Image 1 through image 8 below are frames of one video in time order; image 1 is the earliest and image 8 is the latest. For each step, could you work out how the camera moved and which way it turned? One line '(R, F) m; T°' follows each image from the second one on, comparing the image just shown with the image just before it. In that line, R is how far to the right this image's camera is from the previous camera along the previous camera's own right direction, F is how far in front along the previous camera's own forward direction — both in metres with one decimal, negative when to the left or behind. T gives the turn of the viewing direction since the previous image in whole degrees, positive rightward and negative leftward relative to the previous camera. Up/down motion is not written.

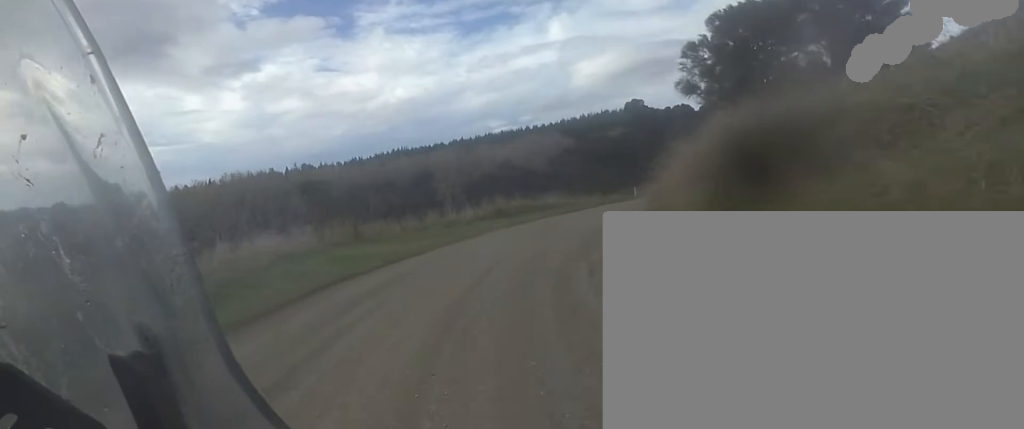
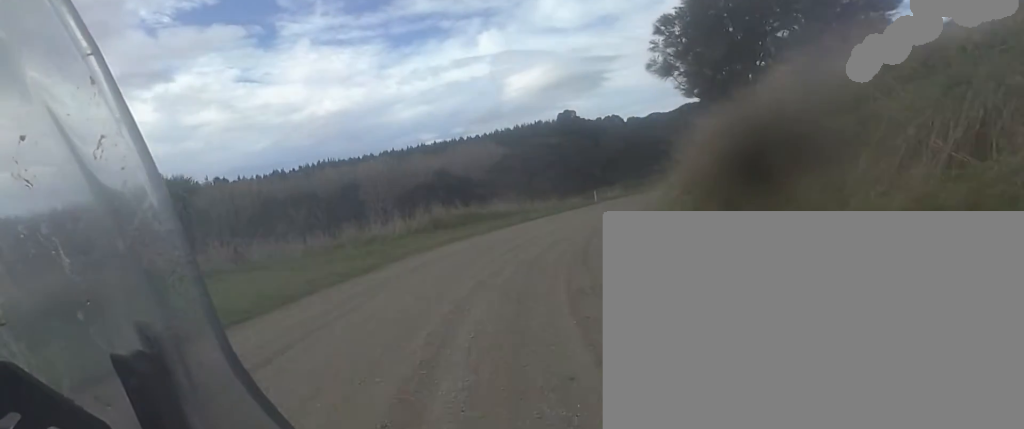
(+0.2, +5.7) m; +11°
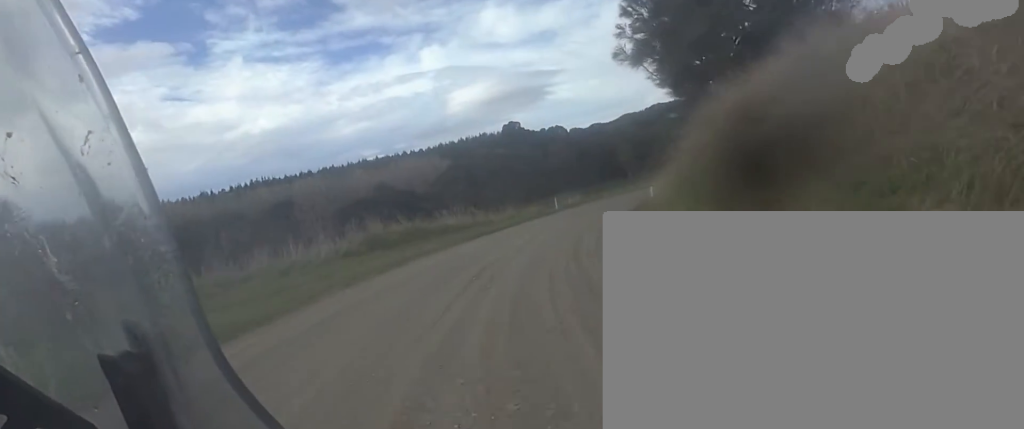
(+0.7, +3.4) m; +7°
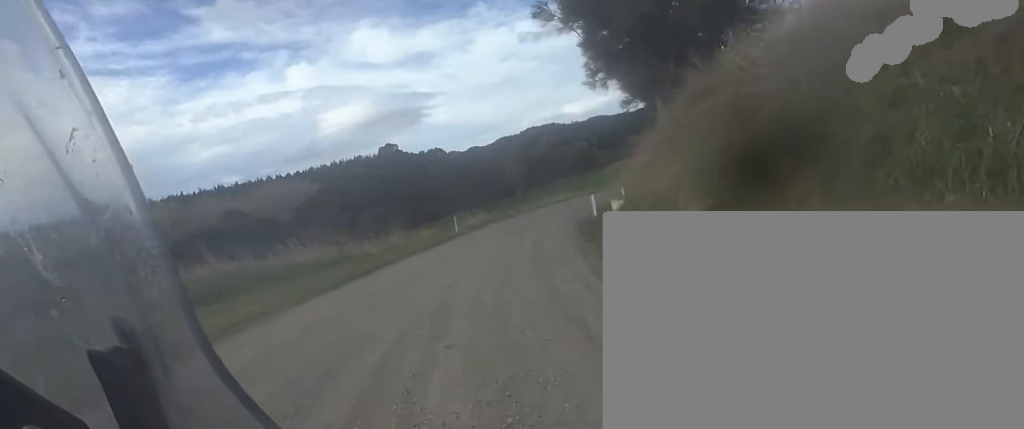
(+0.8, +6.8) m; +13°
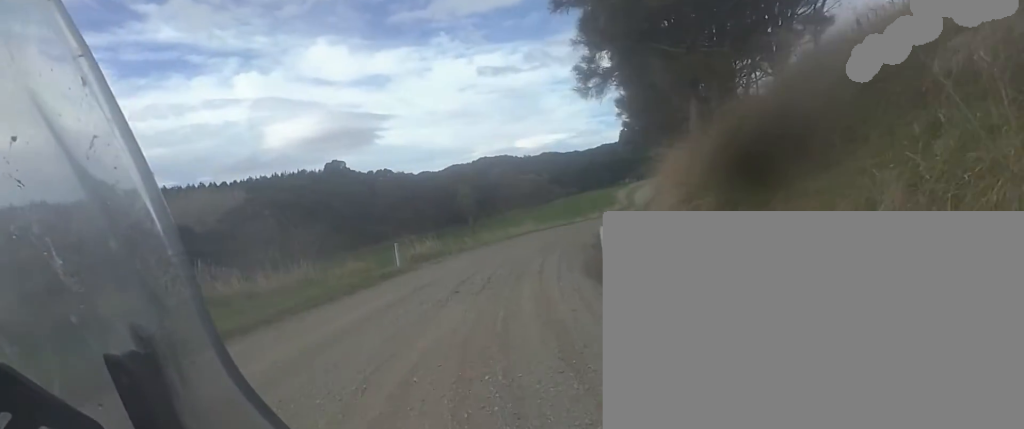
(0.0, +5.4) m; +10°
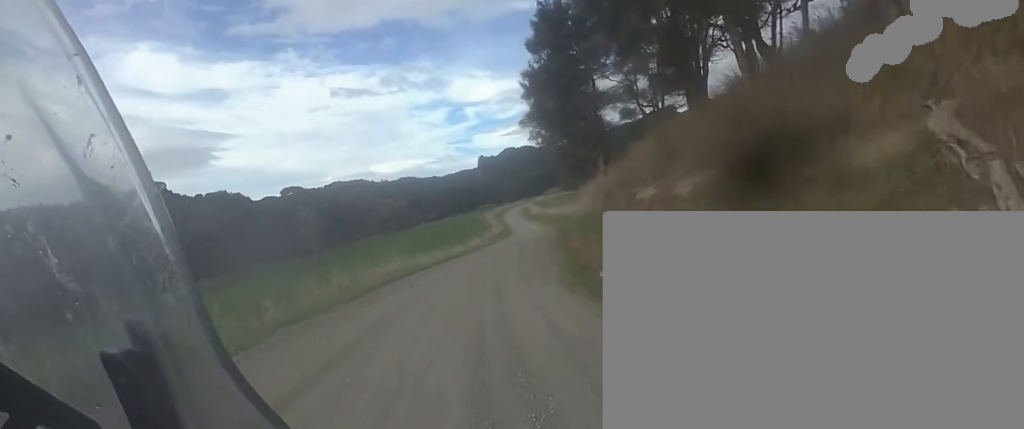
(+1.8, +12.2) m; +9°
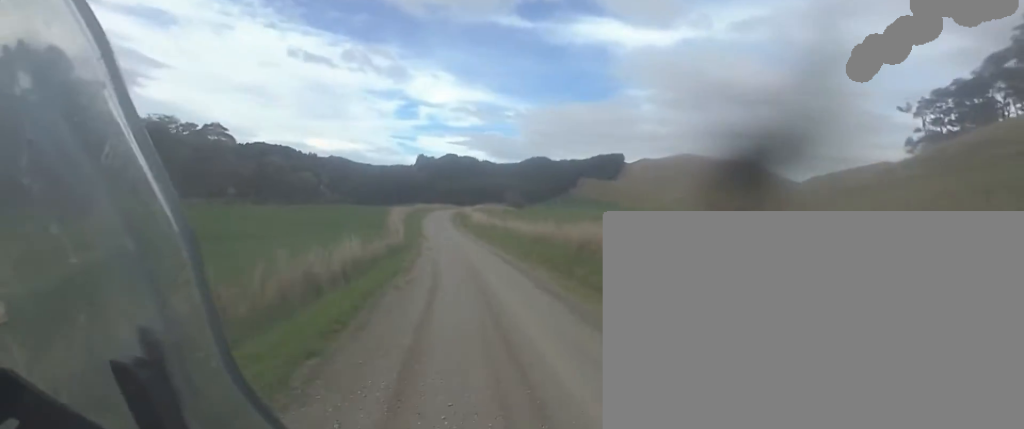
(+4.2, +44.7) m; +6°
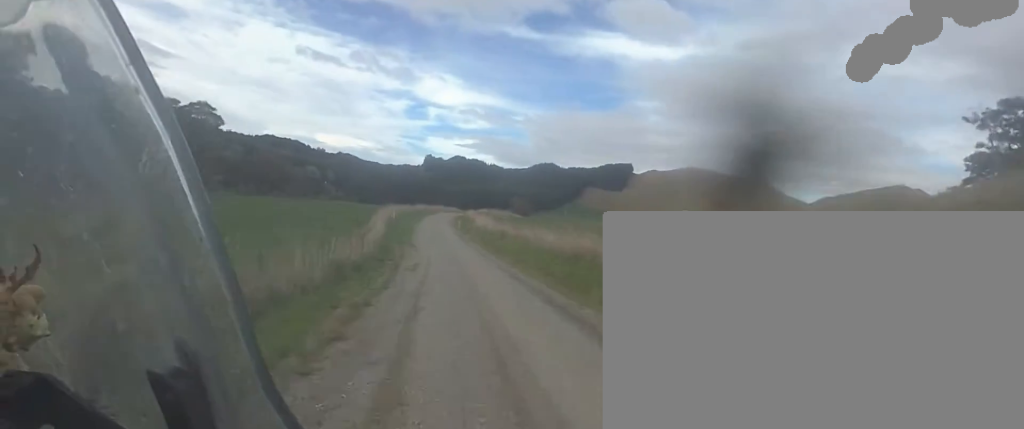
(+0.2, +10.0) m; -1°
